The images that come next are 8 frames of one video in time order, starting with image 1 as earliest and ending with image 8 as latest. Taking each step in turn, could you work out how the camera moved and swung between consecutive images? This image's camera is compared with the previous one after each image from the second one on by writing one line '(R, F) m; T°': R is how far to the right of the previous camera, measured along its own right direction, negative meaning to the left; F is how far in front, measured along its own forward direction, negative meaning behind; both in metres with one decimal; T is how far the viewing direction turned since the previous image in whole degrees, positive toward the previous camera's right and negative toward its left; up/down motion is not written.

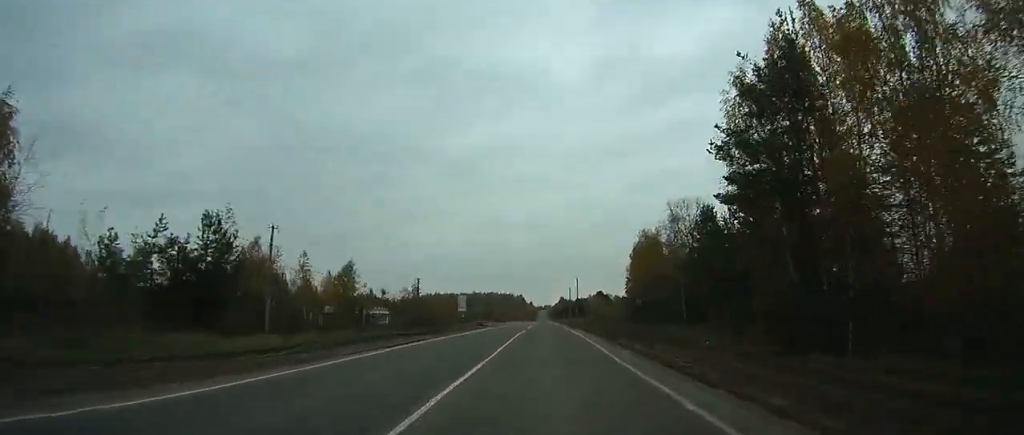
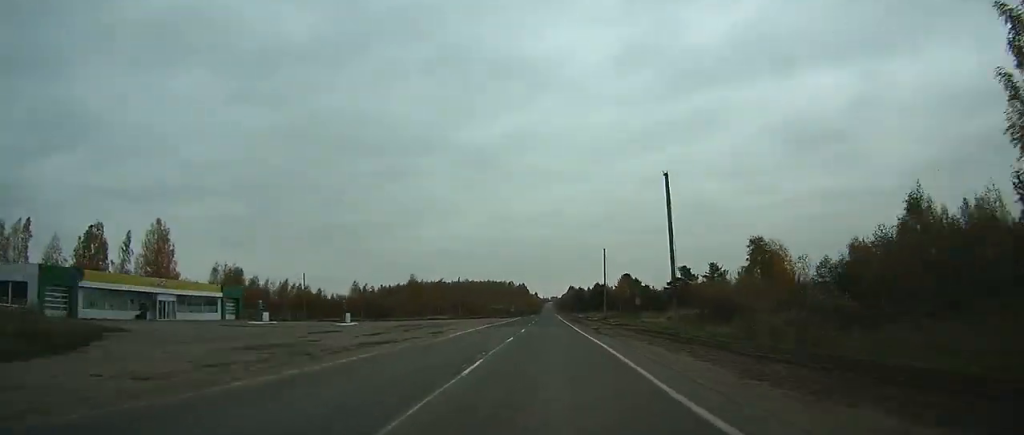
(+0.4, +88.5) m; 0°
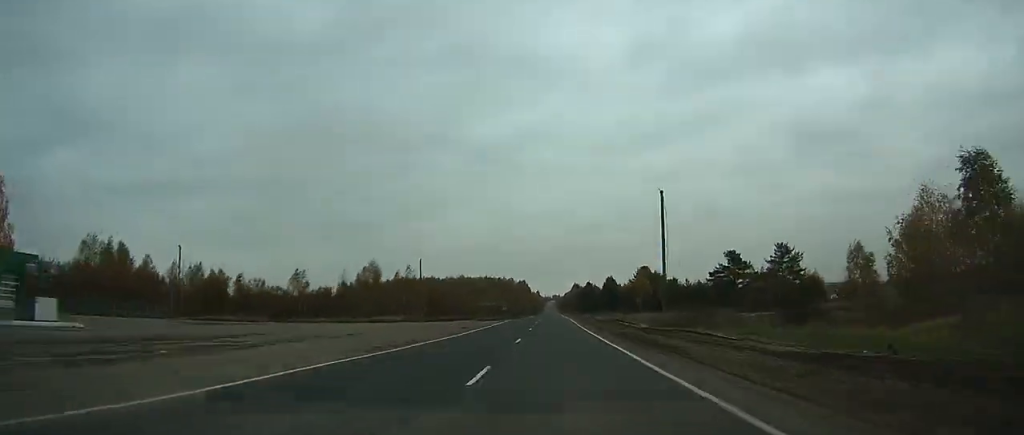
(-0.2, +37.8) m; 0°
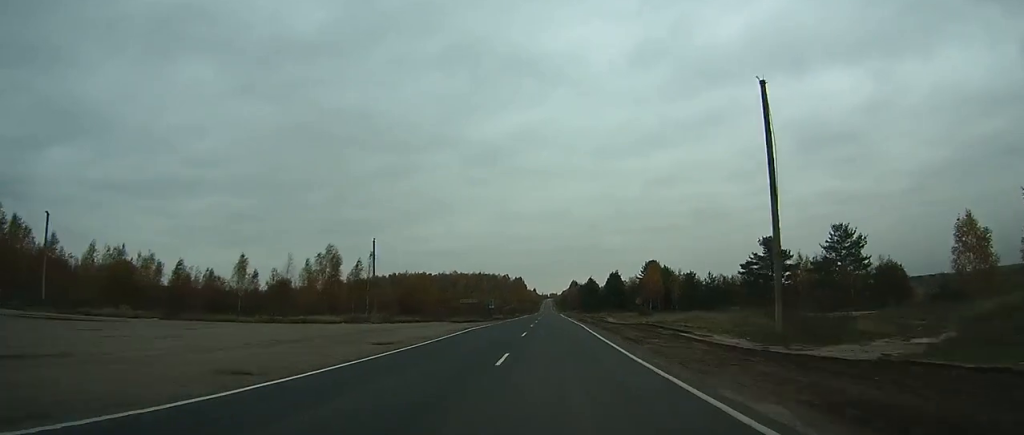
(0.0, +20.4) m; 0°
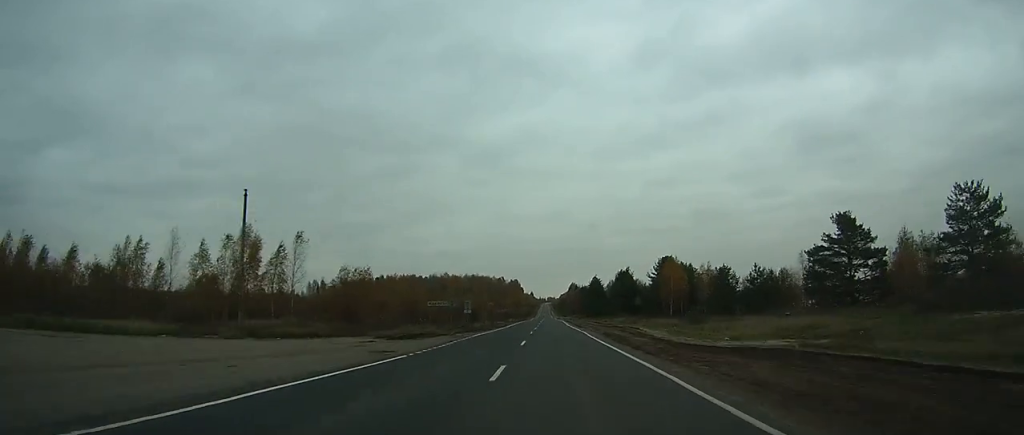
(-0.1, +25.5) m; 0°
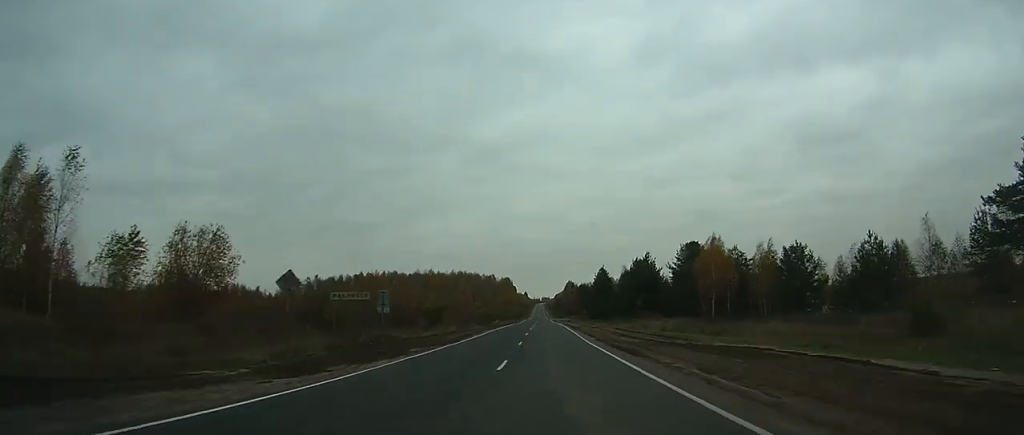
(+0.2, +32.6) m; 0°
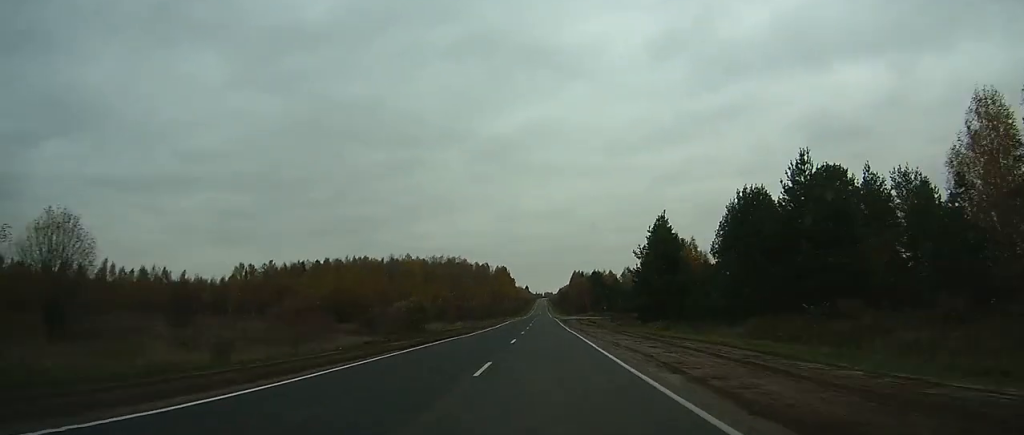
(0.0, +64.7) m; 0°
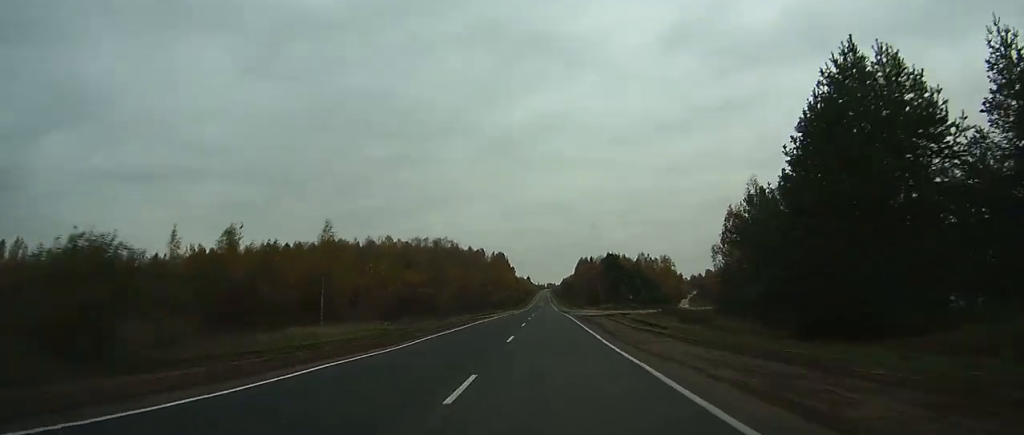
(-0.1, +40.7) m; 0°
